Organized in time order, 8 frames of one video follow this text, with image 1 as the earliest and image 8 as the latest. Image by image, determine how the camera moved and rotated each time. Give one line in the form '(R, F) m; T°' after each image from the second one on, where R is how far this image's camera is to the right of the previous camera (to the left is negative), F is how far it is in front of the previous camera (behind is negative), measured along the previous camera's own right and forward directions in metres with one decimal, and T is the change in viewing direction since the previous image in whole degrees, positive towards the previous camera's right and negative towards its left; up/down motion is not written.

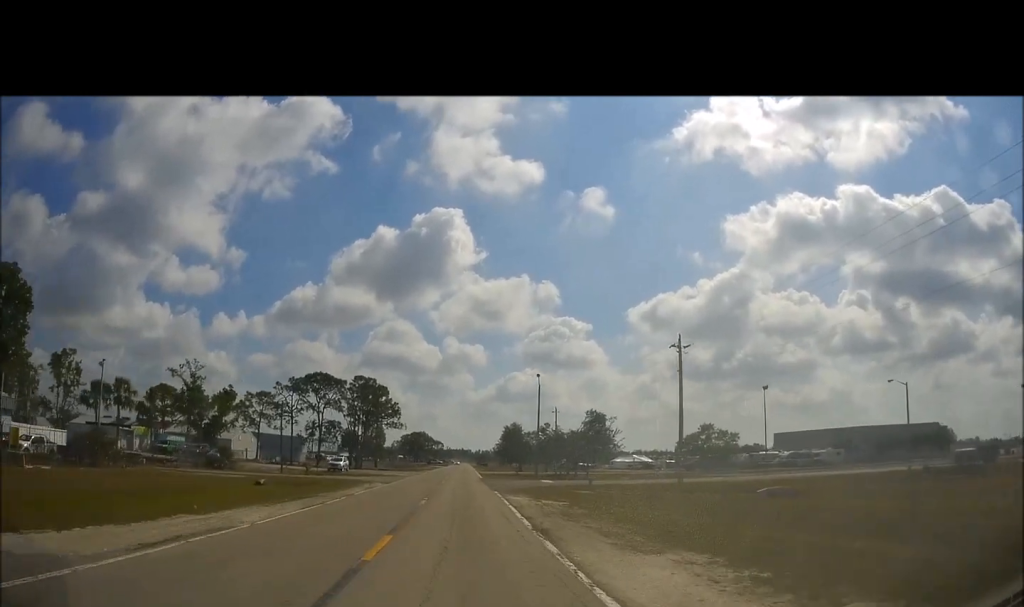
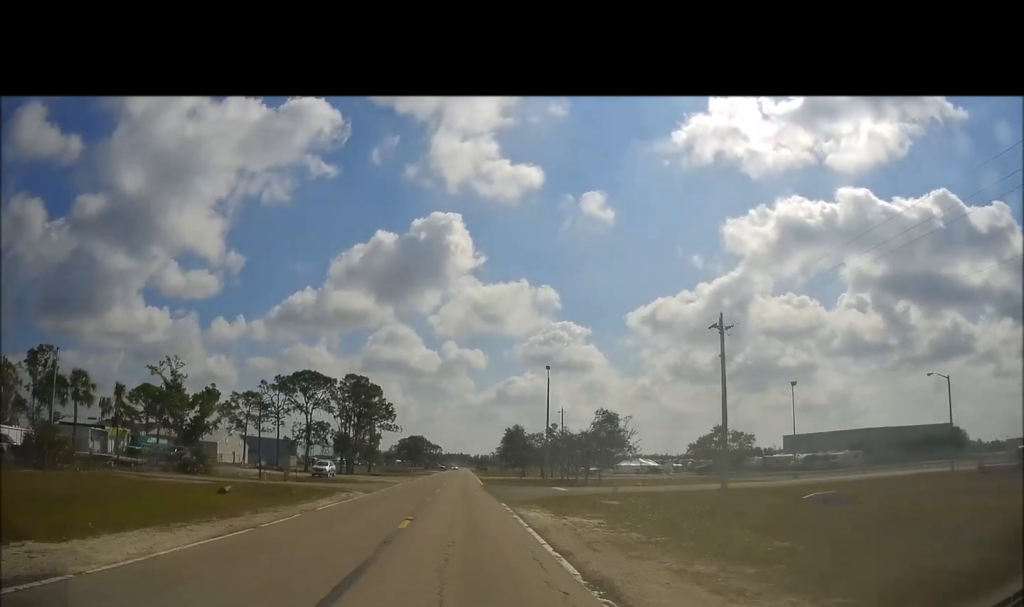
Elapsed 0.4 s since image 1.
(0.0, +6.6) m; 0°
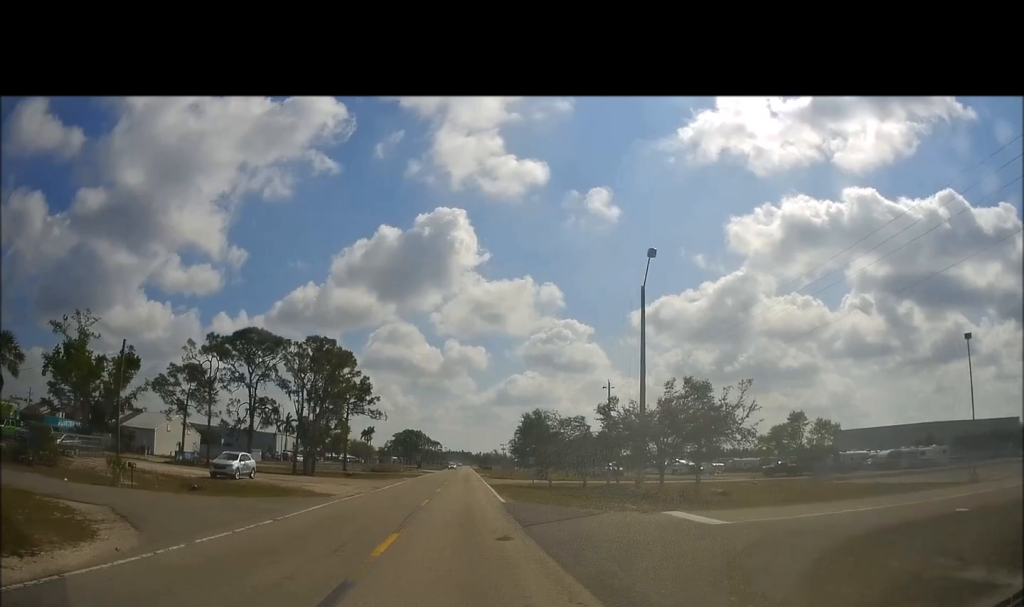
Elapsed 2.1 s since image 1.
(0.0, +25.3) m; 0°
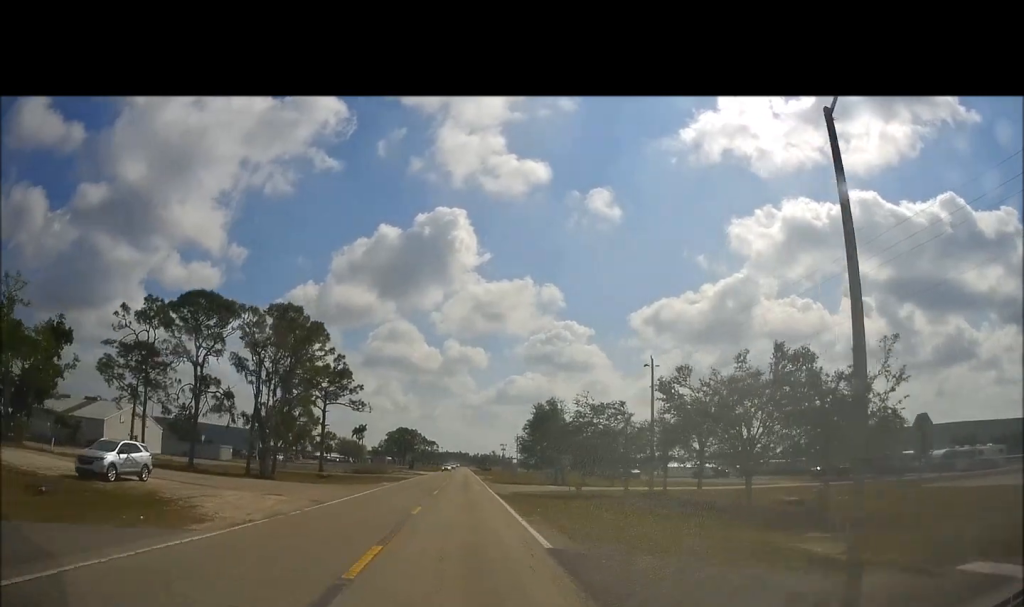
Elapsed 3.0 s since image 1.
(0.0, +13.7) m; 0°
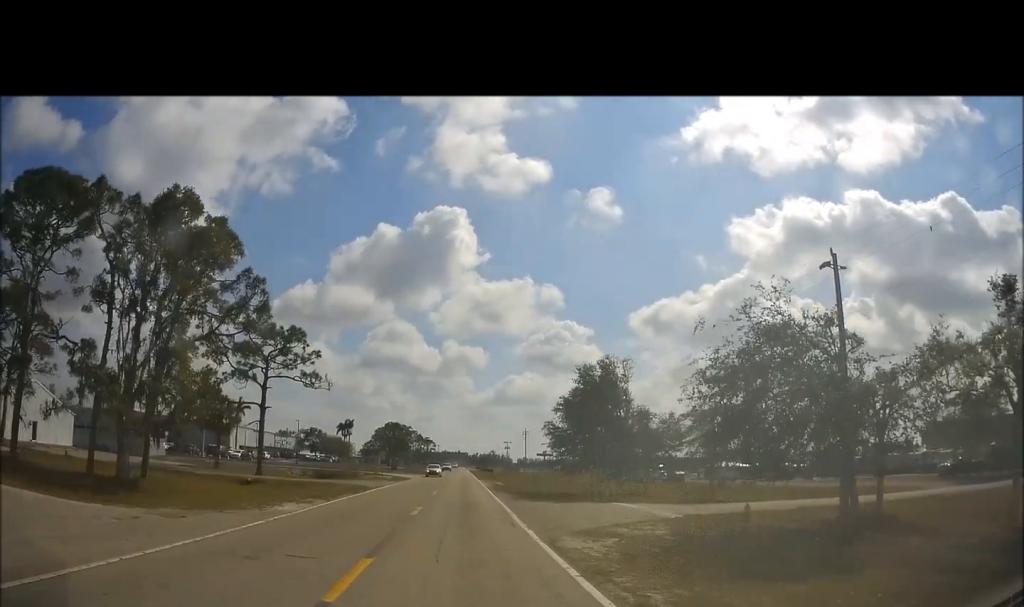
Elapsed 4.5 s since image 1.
(0.0, +23.5) m; -1°
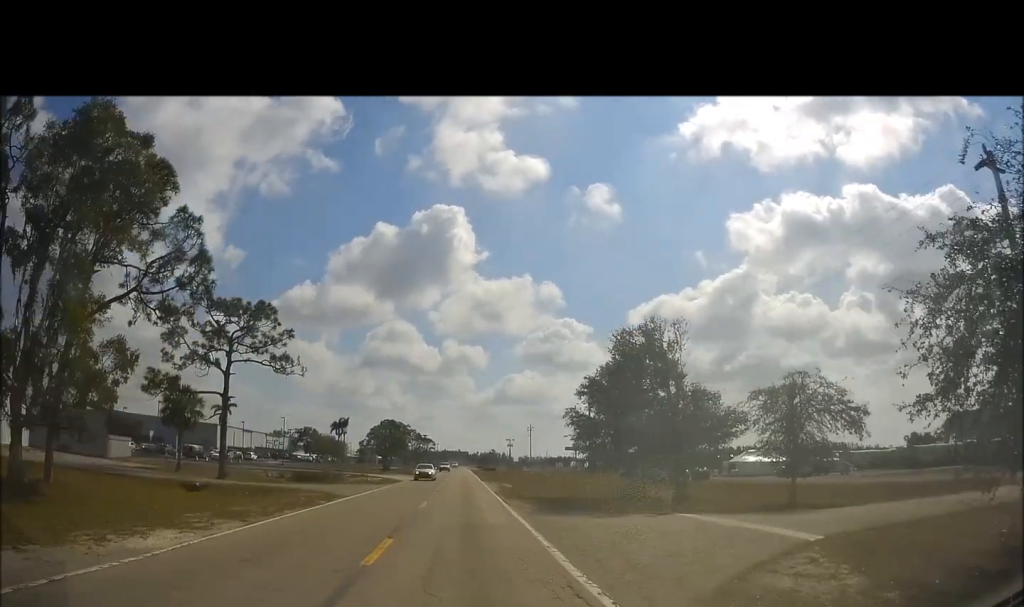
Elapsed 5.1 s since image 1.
(0.0, +9.2) m; -1°
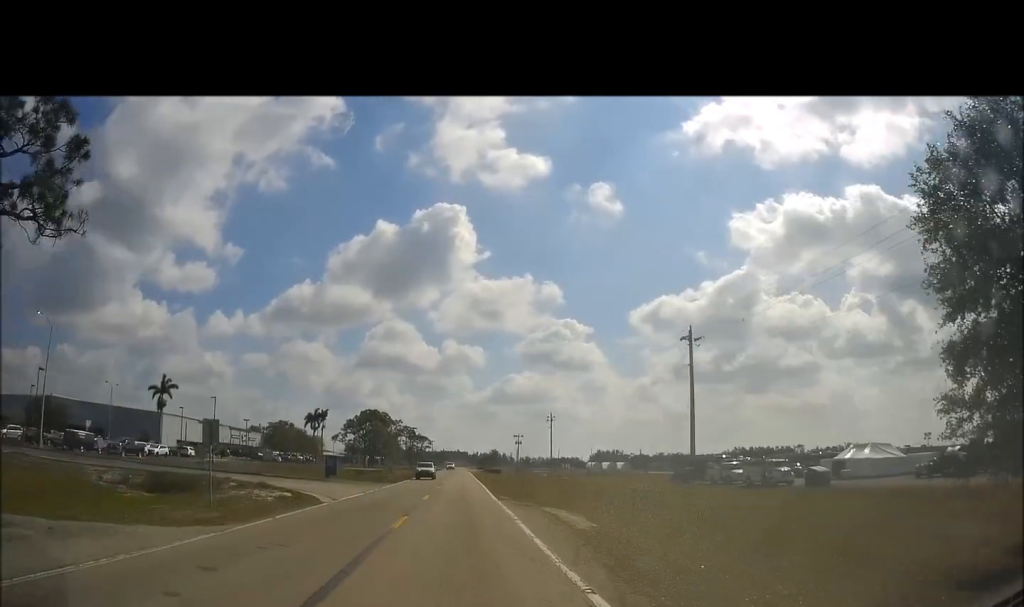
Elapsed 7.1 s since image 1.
(+0.1, +29.4) m; +2°
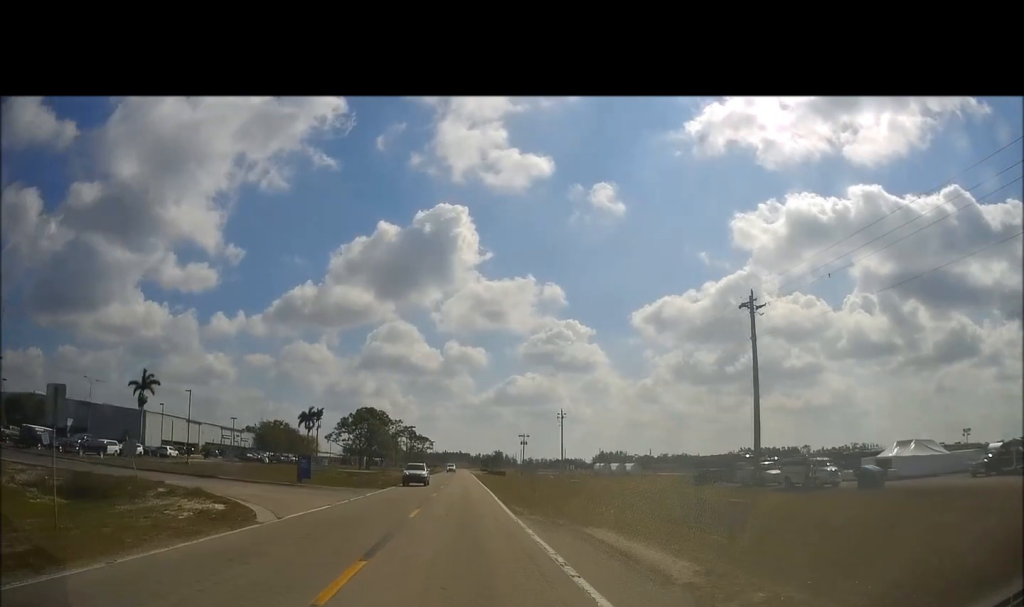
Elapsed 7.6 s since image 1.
(0.0, +7.8) m; -1°
